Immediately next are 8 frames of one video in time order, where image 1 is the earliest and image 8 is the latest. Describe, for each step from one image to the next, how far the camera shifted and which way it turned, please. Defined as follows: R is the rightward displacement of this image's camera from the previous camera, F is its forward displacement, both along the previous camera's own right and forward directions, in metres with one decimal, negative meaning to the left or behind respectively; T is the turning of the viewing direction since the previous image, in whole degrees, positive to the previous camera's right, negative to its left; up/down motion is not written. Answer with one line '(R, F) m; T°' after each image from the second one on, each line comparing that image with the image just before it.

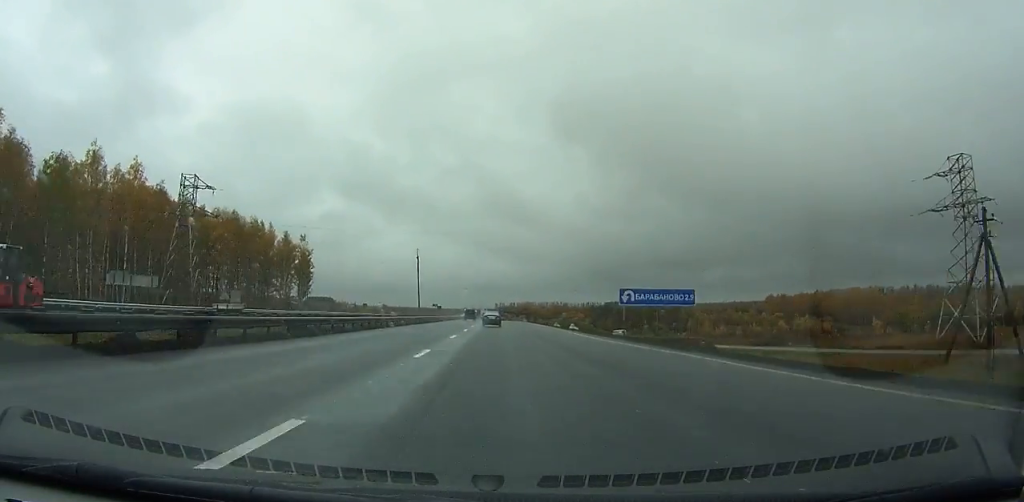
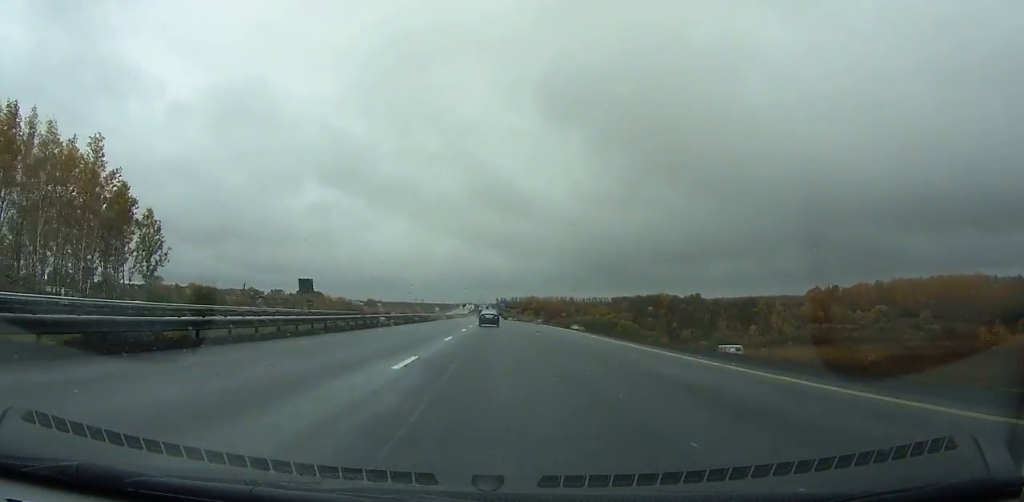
(+0.3, +86.2) m; 0°
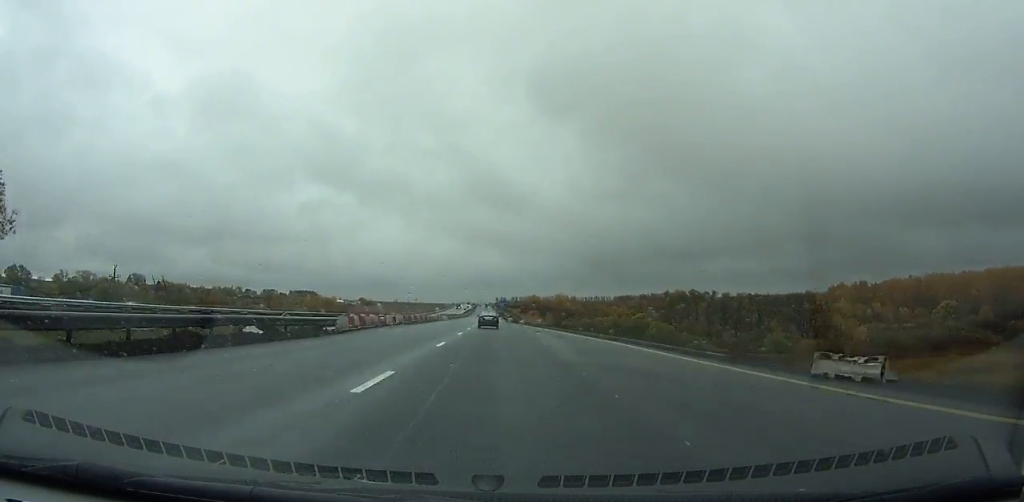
(0.0, +39.3) m; 0°
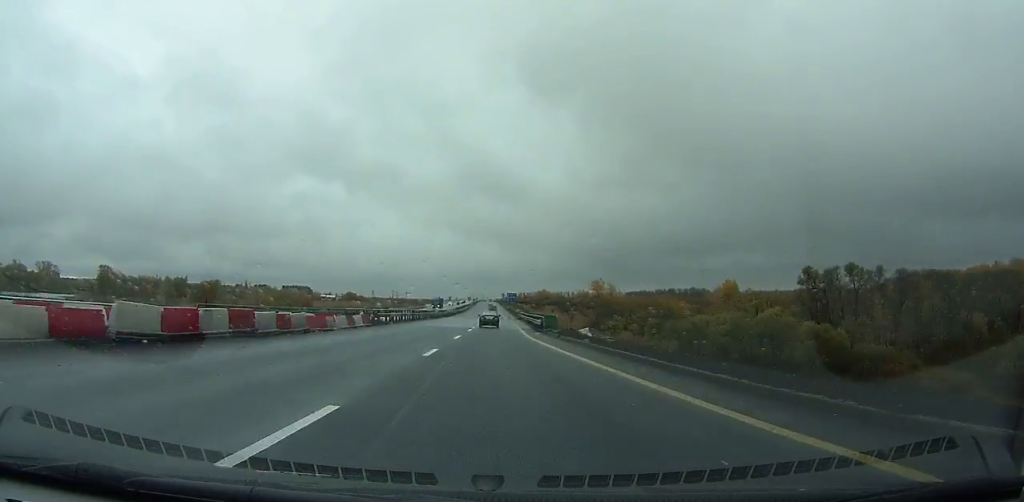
(-0.2, +76.2) m; 0°
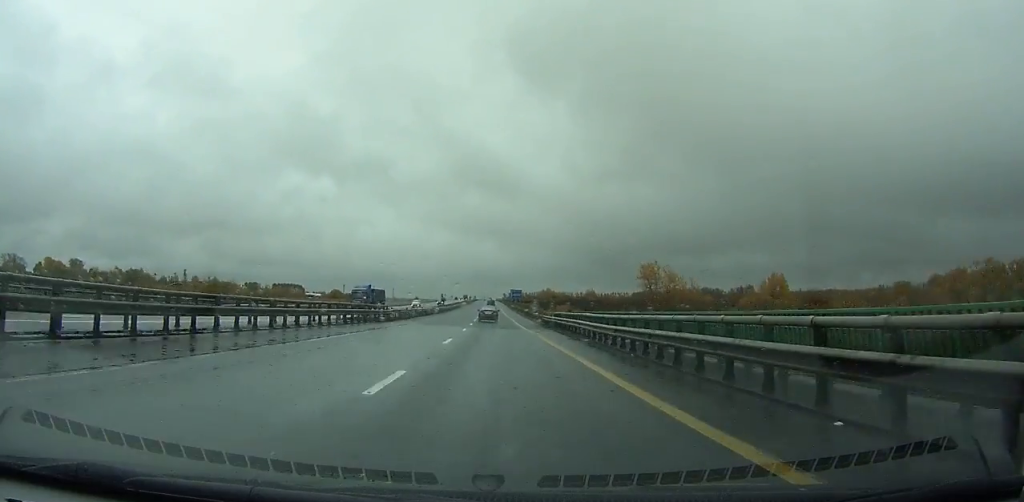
(0.0, +50.4) m; 0°
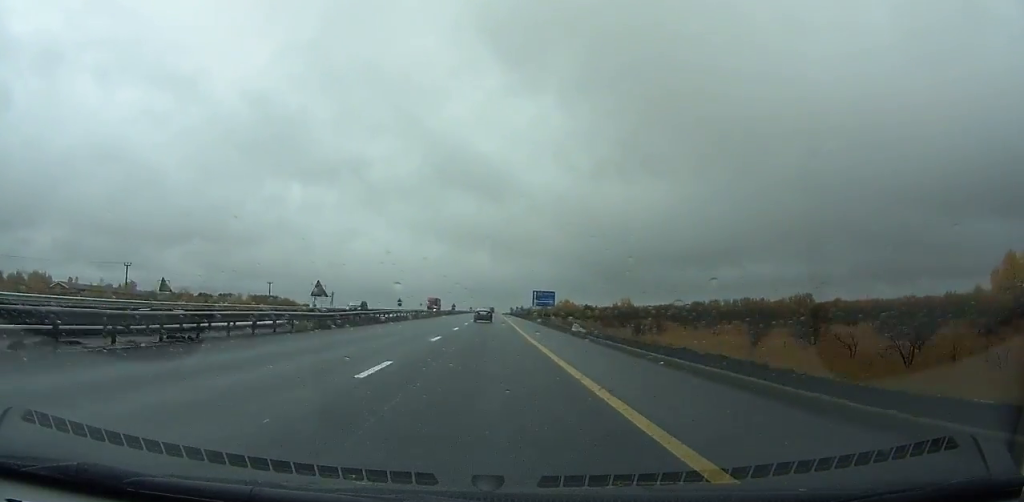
(-0.3, +128.9) m; -1°
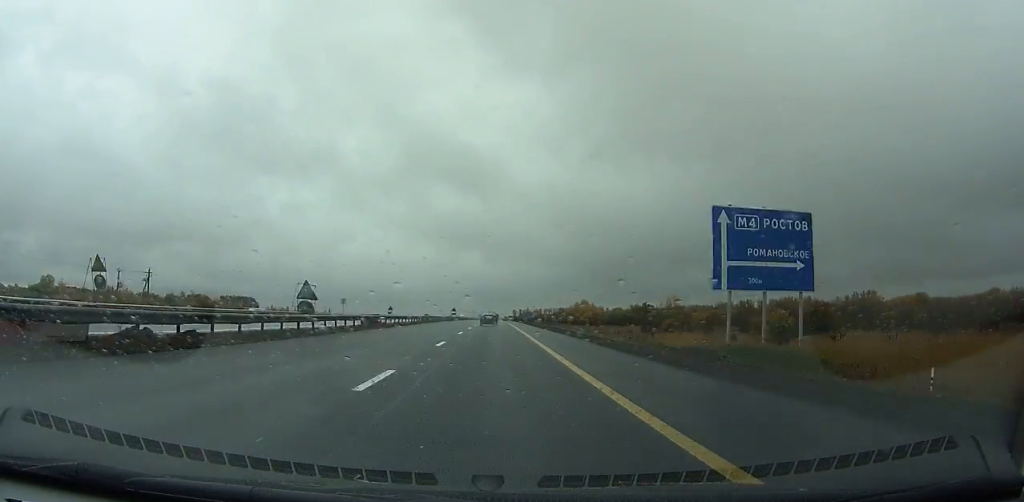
(-0.6, +109.1) m; 0°
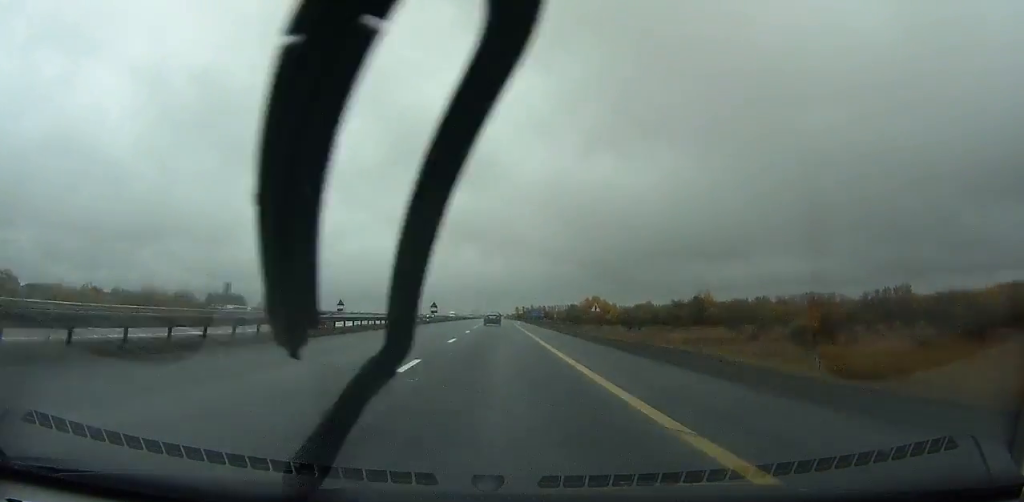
(0.0, +44.0) m; 0°
